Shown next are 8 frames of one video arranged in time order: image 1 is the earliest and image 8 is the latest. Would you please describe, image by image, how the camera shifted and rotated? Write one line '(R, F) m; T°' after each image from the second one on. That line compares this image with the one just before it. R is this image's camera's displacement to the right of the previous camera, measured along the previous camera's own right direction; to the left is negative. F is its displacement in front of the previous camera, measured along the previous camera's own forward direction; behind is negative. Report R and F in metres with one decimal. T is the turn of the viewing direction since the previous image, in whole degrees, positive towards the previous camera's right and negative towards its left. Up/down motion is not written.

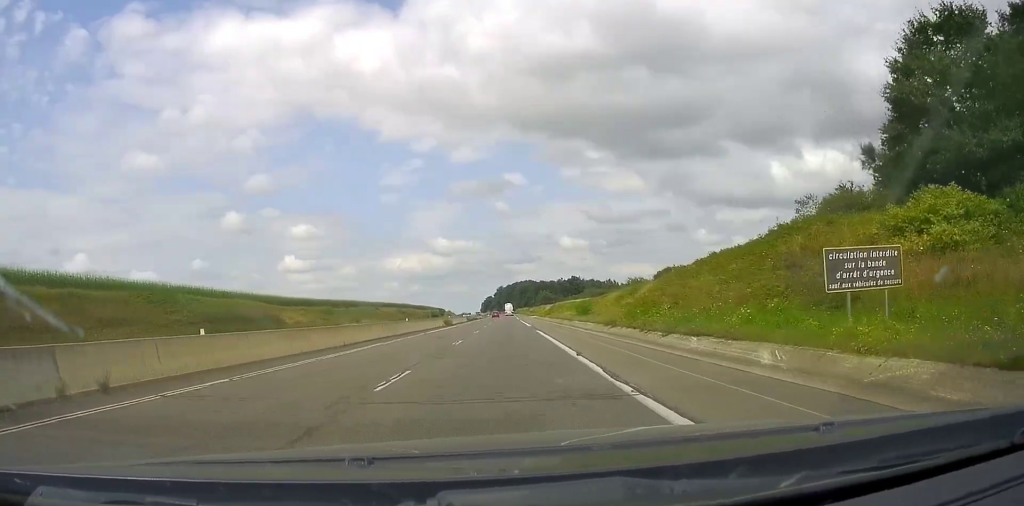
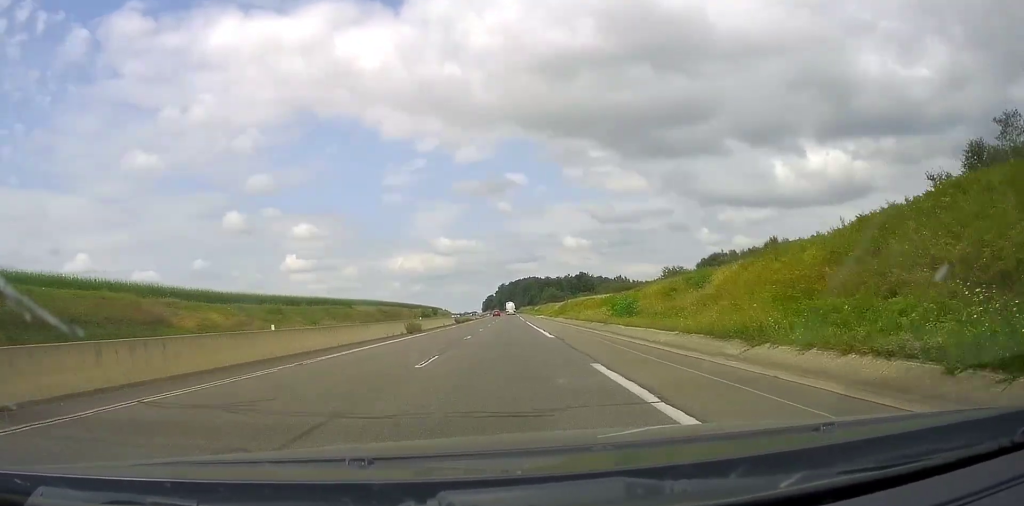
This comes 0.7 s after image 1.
(-0.1, +20.5) m; 0°
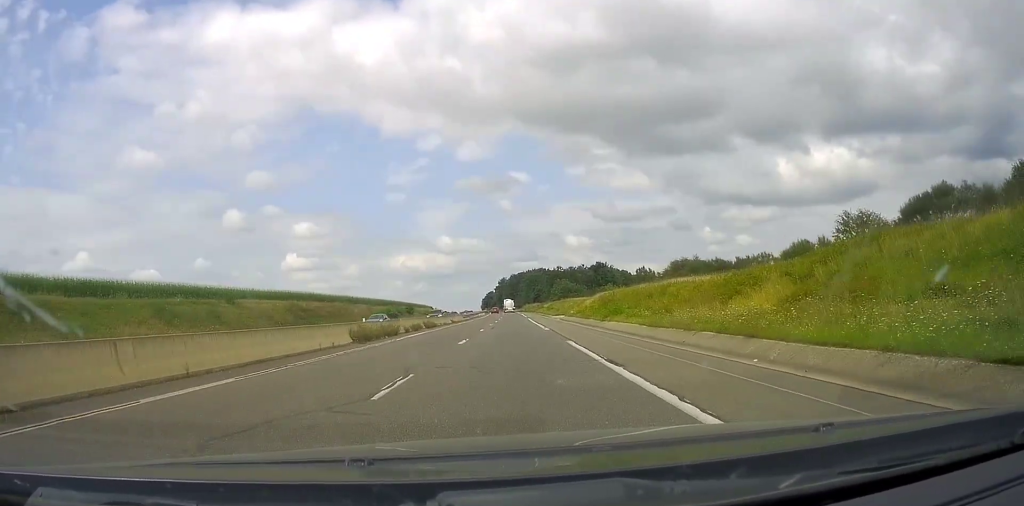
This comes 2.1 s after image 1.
(-0.1, +44.8) m; 0°
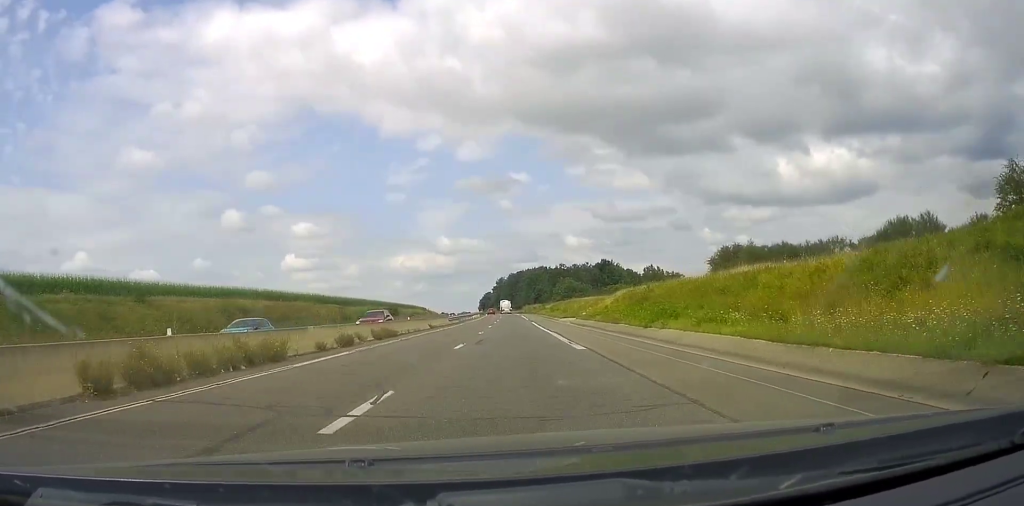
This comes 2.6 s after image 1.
(0.0, +16.7) m; 0°
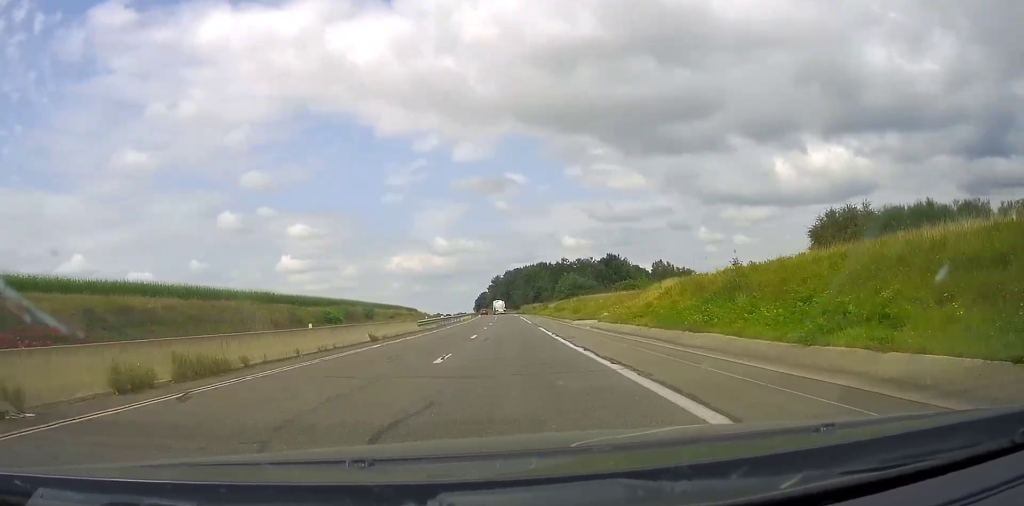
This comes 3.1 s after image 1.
(0.0, +19.1) m; 0°
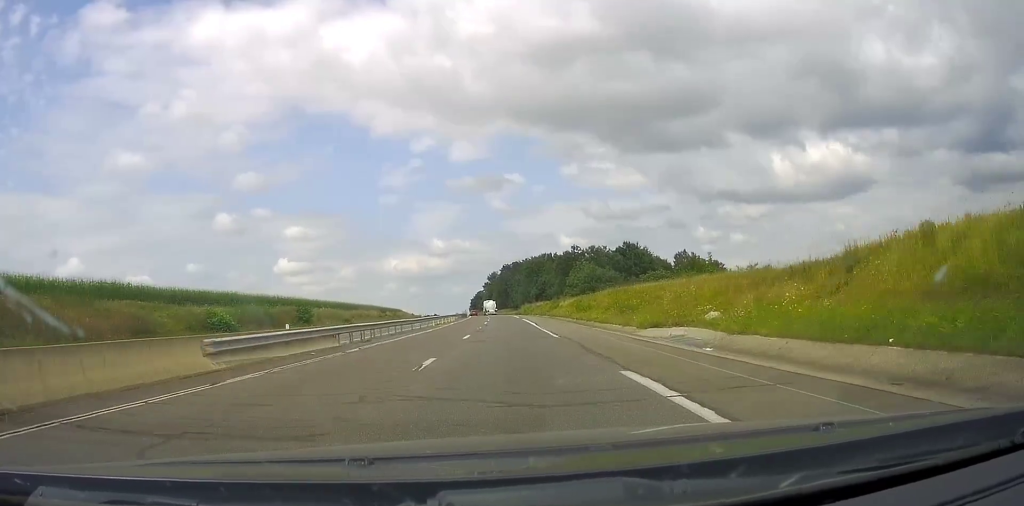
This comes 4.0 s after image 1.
(0.0, +30.8) m; 0°
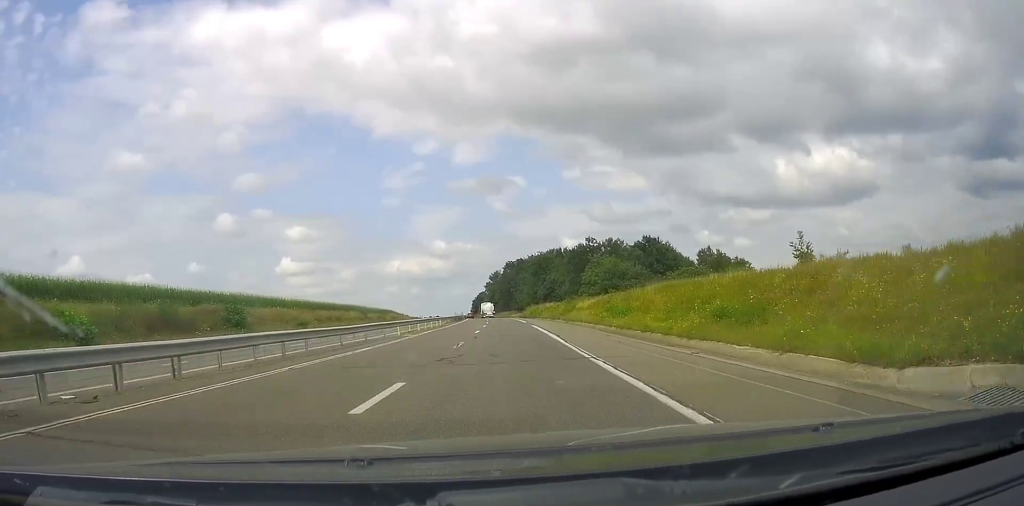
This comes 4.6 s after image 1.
(0.0, +18.6) m; 0°
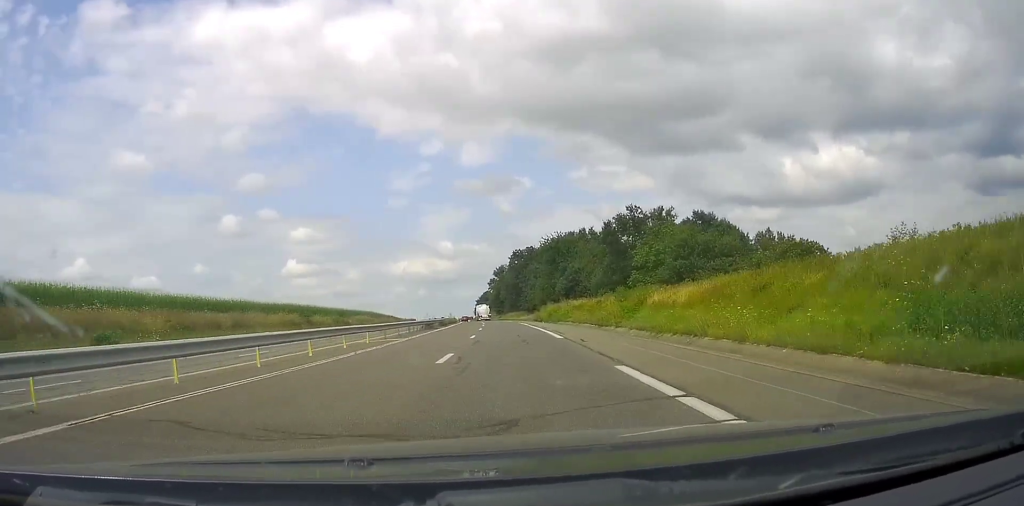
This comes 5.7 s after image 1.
(0.0, +33.2) m; 0°
